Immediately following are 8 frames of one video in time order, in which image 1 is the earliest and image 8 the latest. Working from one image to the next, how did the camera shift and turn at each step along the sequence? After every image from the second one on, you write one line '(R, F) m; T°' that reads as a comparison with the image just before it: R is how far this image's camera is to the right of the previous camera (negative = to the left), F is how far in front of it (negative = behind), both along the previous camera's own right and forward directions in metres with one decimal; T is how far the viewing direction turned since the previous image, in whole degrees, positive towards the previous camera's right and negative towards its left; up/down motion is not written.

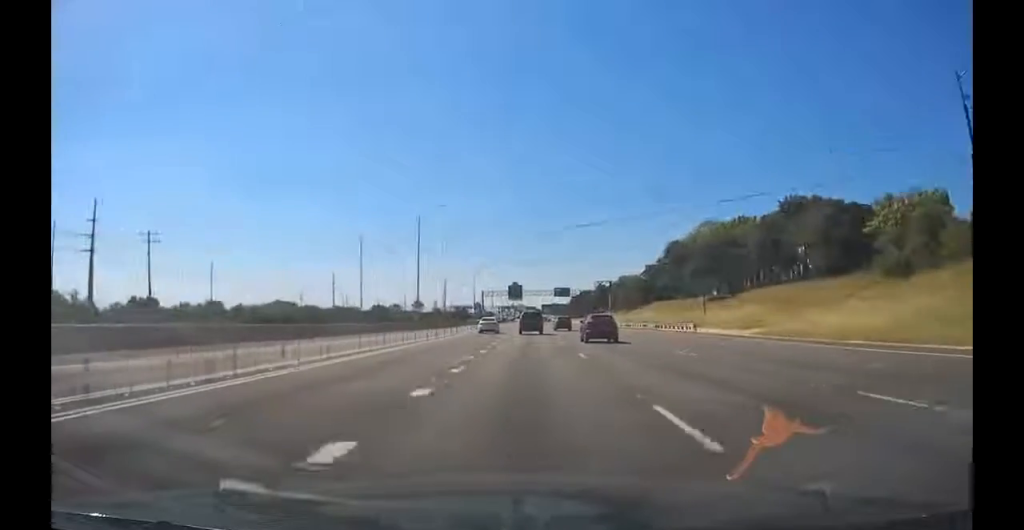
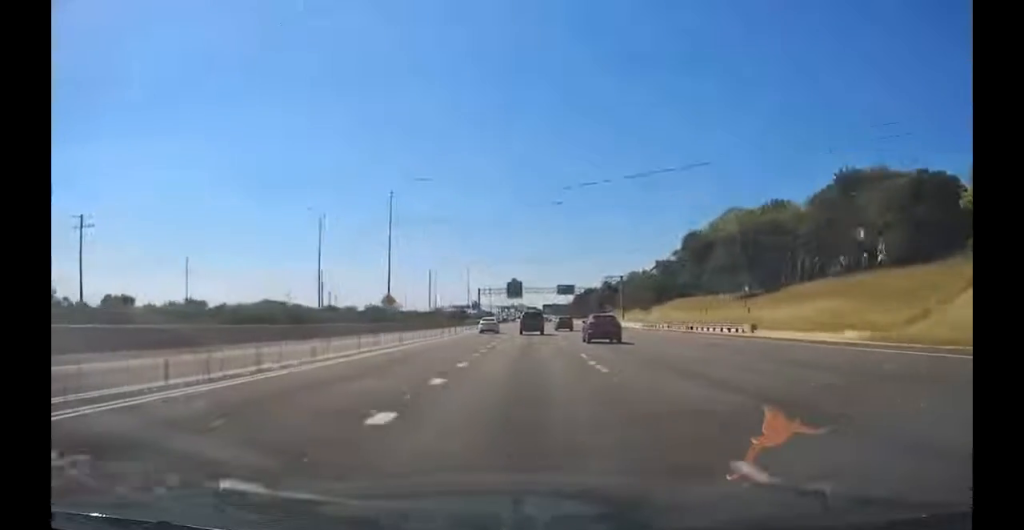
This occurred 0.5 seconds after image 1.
(-0.3, +16.0) m; 0°
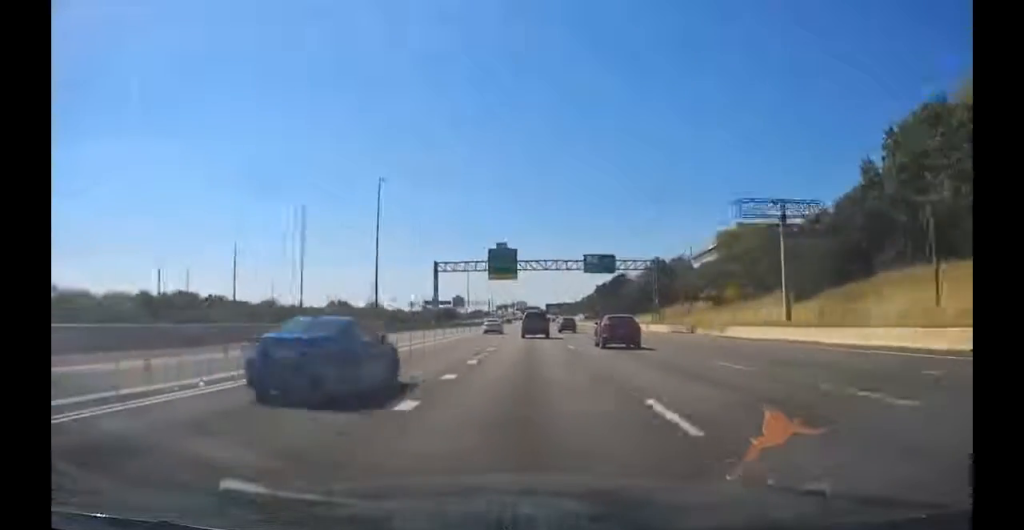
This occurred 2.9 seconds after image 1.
(+1.2, +81.6) m; -1°
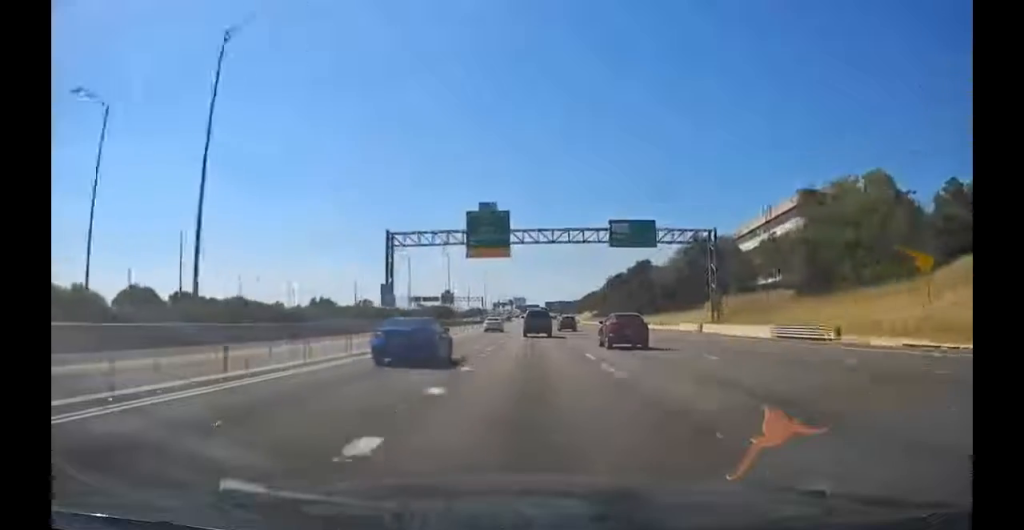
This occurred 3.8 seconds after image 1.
(-1.0, +30.1) m; 0°
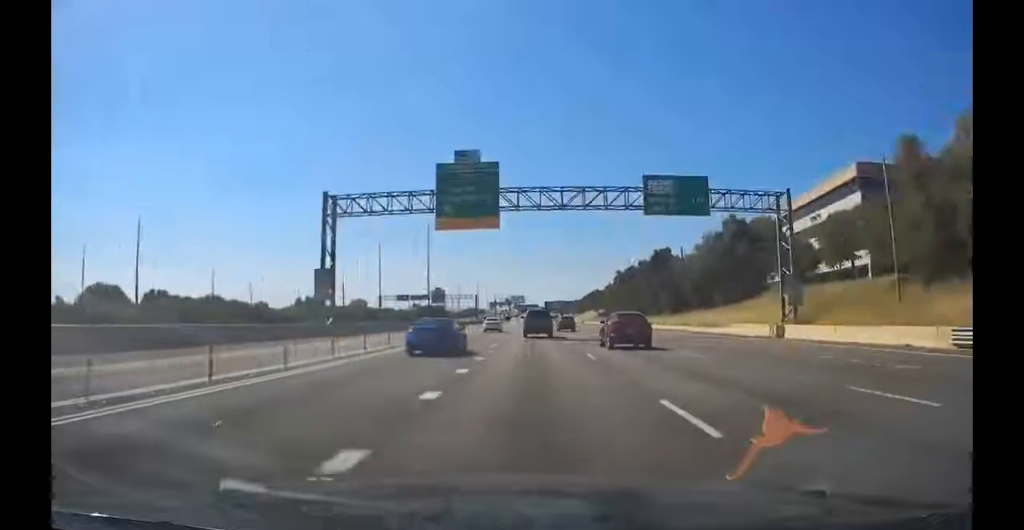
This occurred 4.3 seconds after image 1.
(+0.8, +18.9) m; +1°
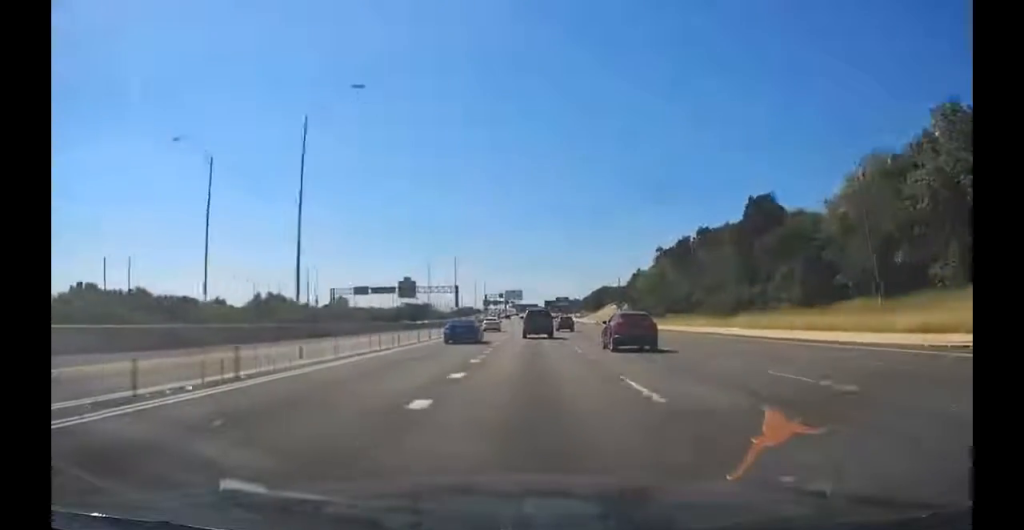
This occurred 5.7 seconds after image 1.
(-0.1, +45.5) m; 0°
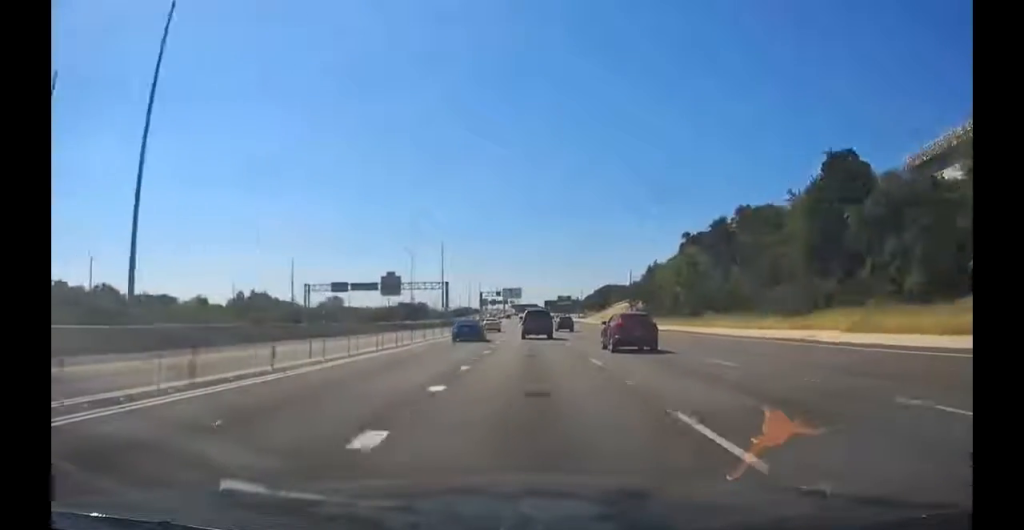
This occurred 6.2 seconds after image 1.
(+0.1, +15.5) m; 0°
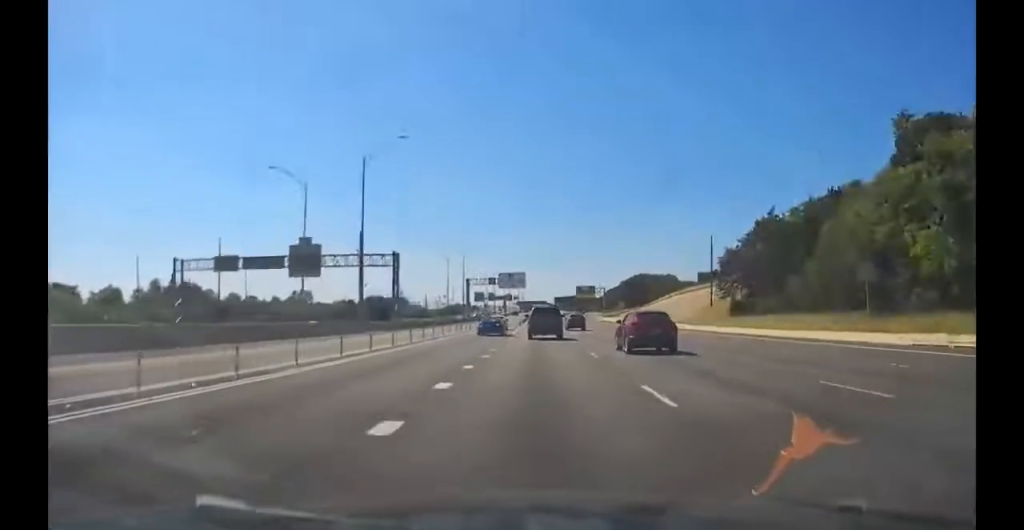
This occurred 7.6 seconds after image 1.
(+0.1, +41.3) m; 0°
